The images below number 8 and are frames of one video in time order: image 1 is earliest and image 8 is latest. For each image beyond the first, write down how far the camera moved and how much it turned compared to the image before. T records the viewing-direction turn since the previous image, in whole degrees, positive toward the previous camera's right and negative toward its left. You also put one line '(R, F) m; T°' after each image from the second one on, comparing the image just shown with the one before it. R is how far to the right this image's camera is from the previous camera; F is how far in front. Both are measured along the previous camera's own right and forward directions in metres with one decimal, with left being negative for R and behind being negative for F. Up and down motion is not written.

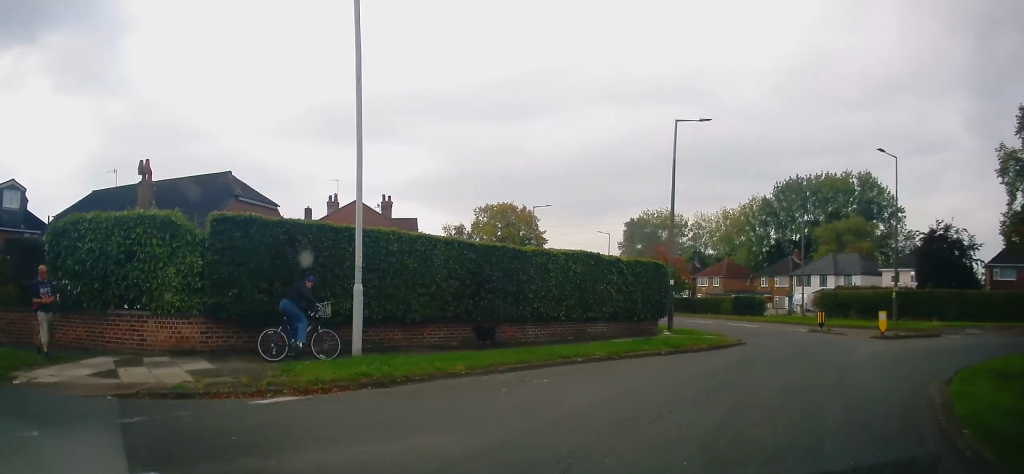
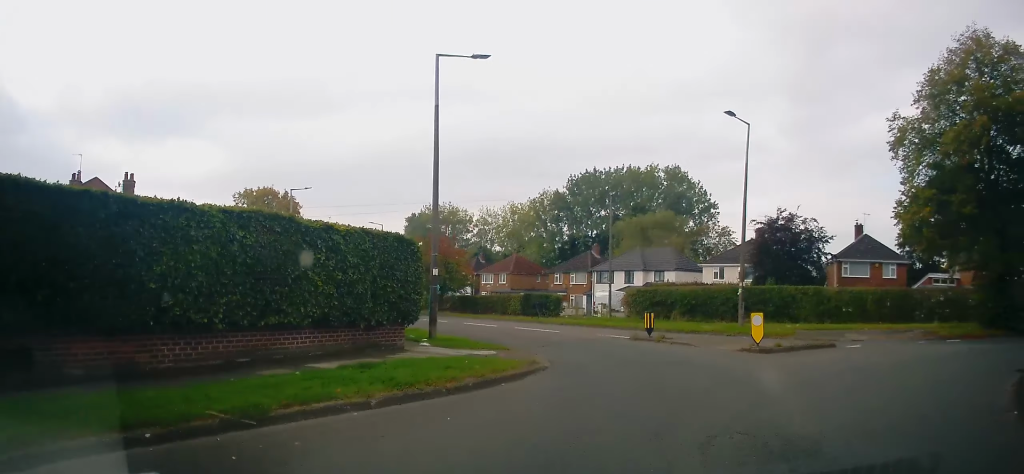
(+1.1, +8.1) m; +18°
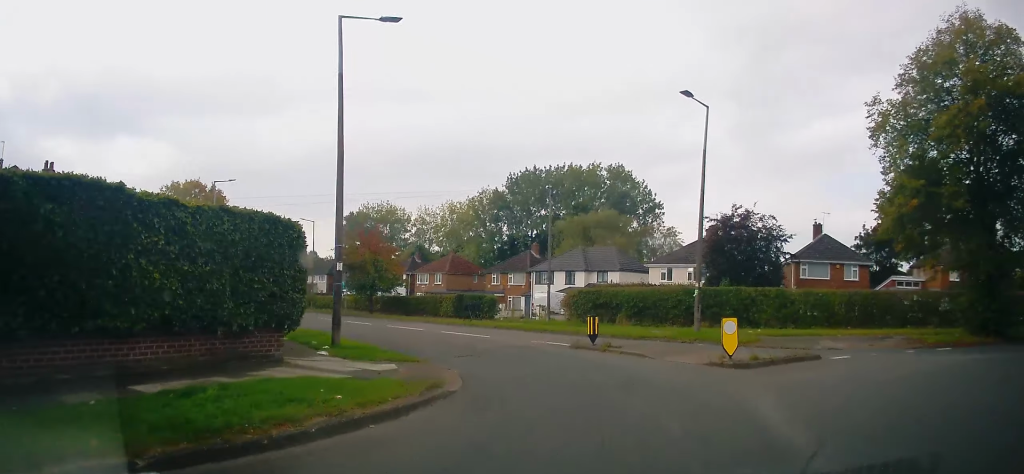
(+0.6, +3.3) m; +5°
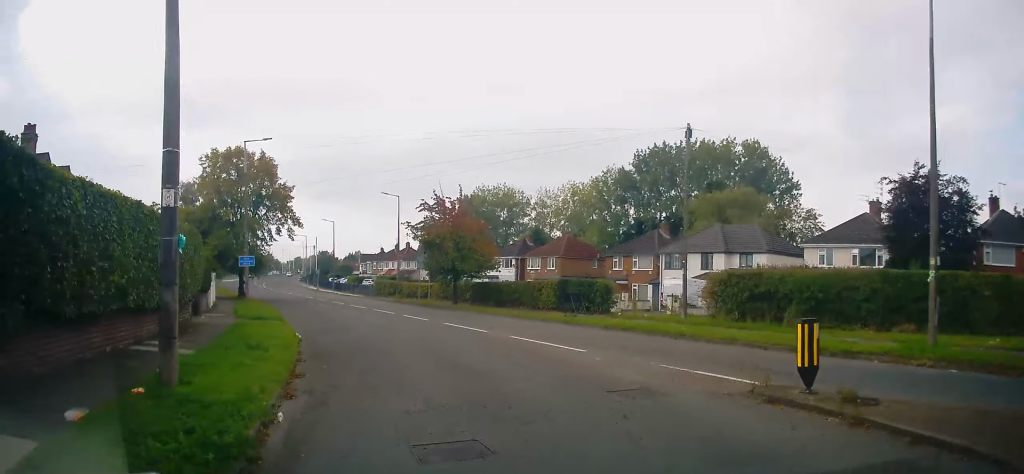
(+0.7, +11.6) m; -2°
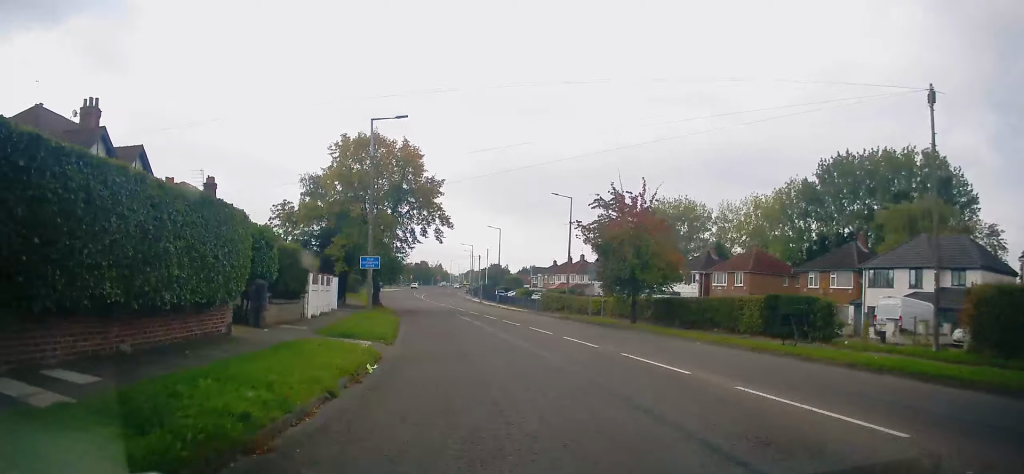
(-0.6, +7.4) m; -16°
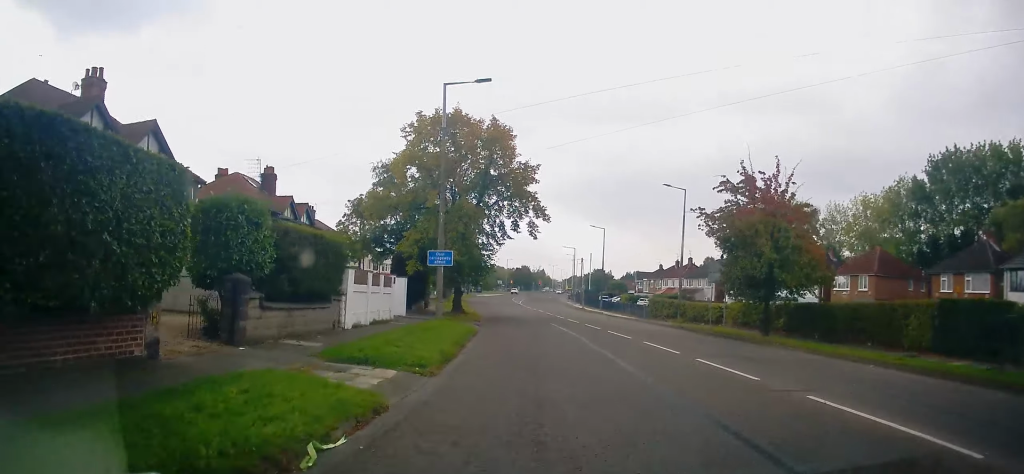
(-1.2, +6.0) m; -12°
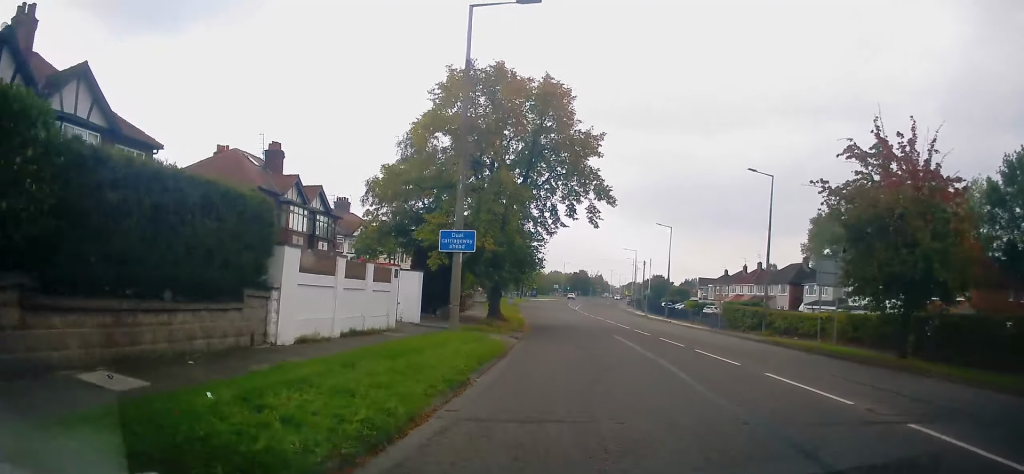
(-0.5, +7.4) m; -3°
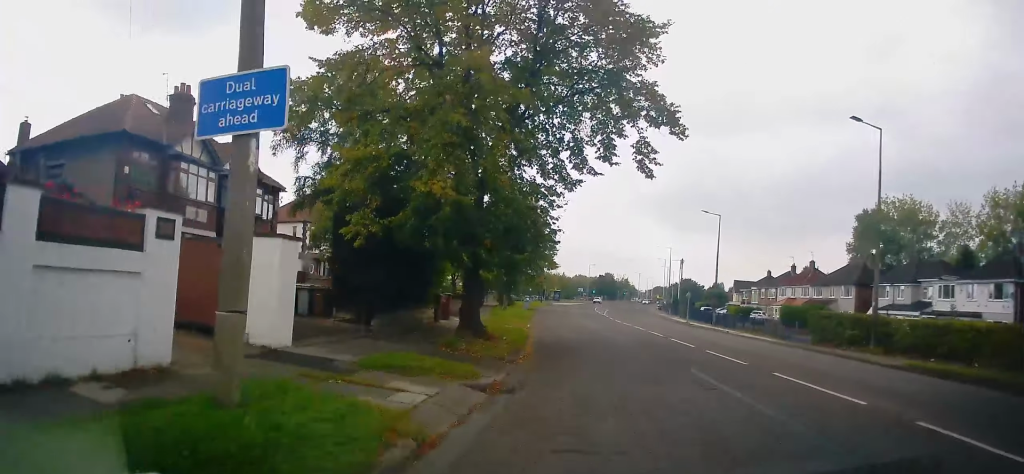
(0.0, +11.5) m; -4°
